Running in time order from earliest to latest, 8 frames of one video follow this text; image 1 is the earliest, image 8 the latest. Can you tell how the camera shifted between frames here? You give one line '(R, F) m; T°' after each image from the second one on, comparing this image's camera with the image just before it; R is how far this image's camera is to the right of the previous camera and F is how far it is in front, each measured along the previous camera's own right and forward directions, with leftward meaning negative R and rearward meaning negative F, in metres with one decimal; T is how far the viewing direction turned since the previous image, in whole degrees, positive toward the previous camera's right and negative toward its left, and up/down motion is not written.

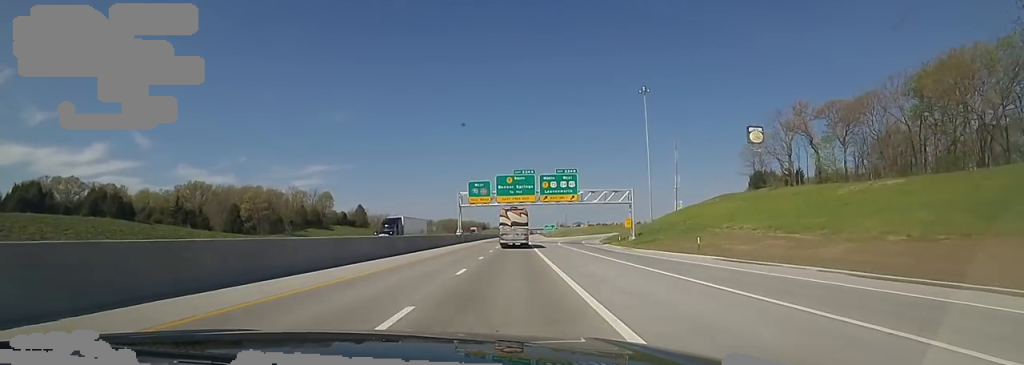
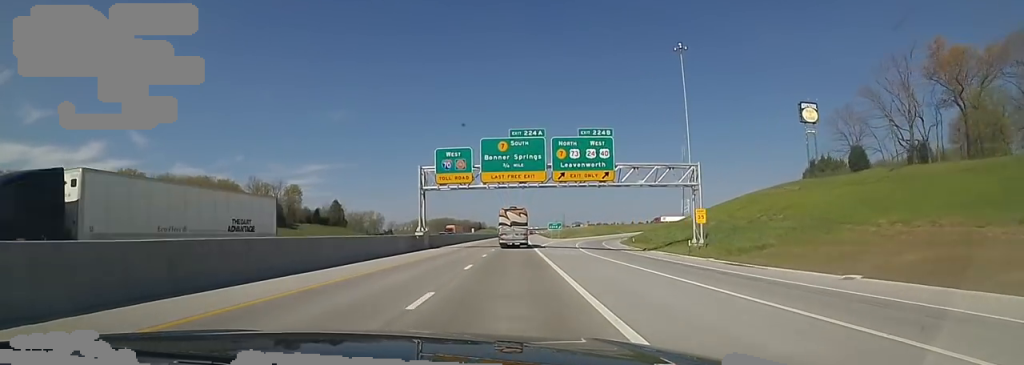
(+0.2, +26.8) m; 0°
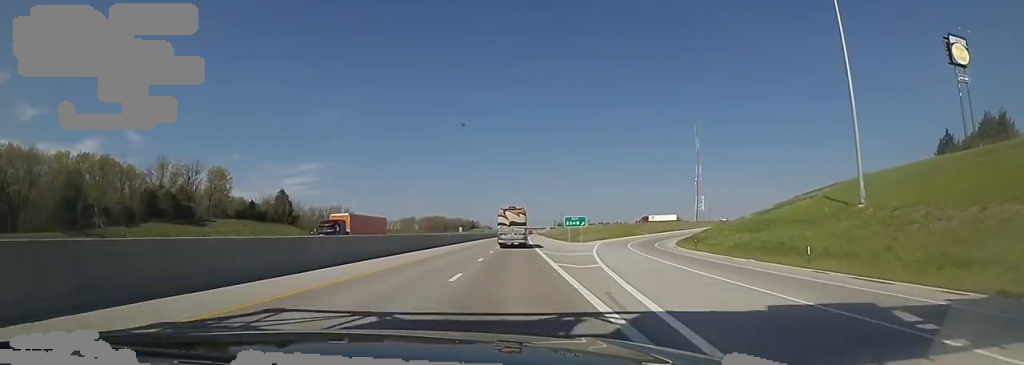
(+0.2, +42.8) m; +3°
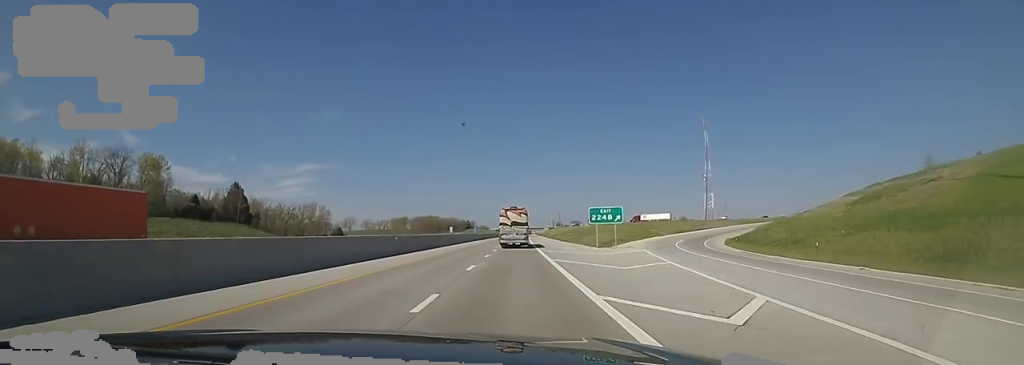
(+1.1, +24.6) m; 0°
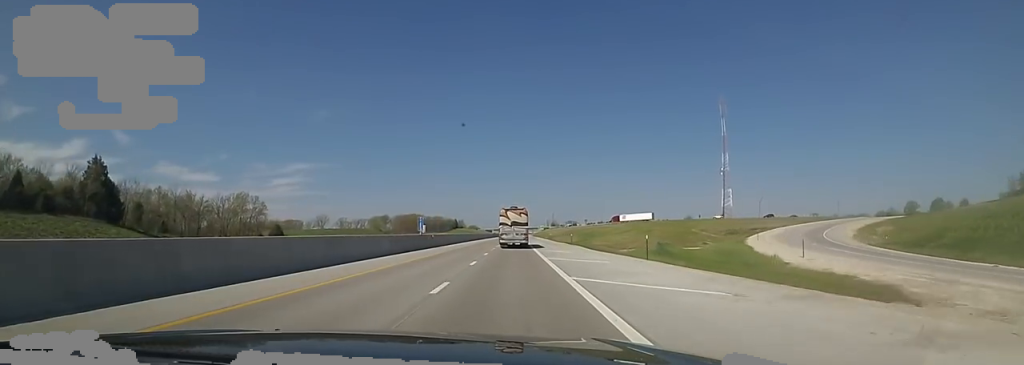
(-0.9, +45.3) m; 0°
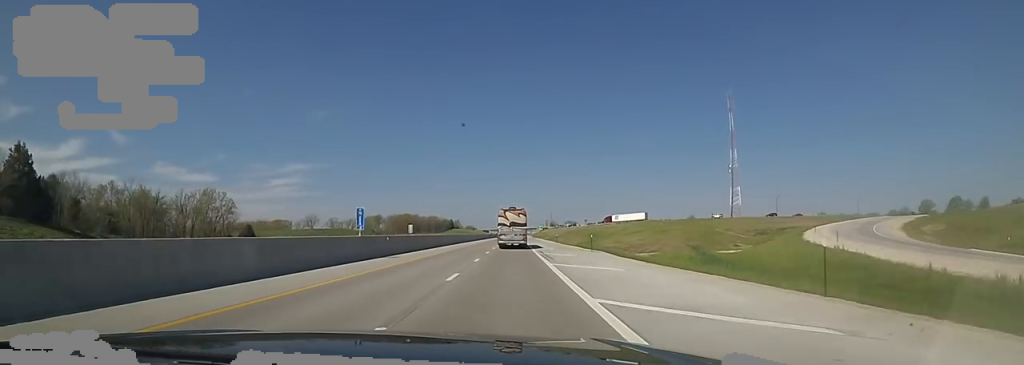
(+0.7, +16.3) m; 0°
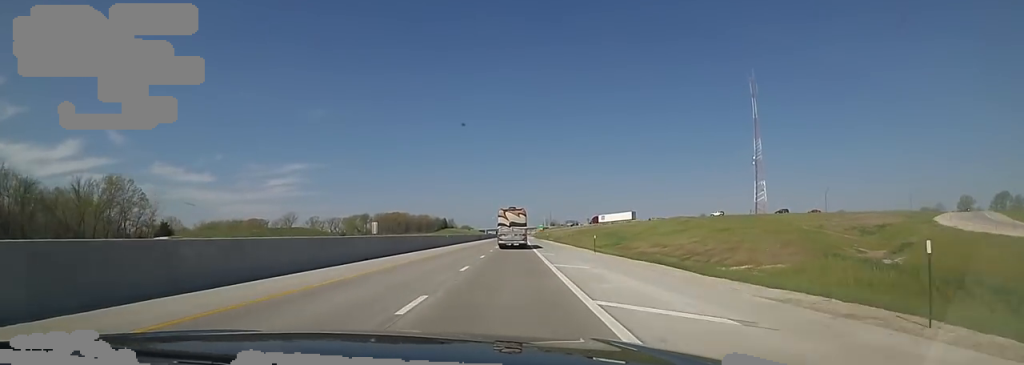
(-0.3, +35.0) m; 0°
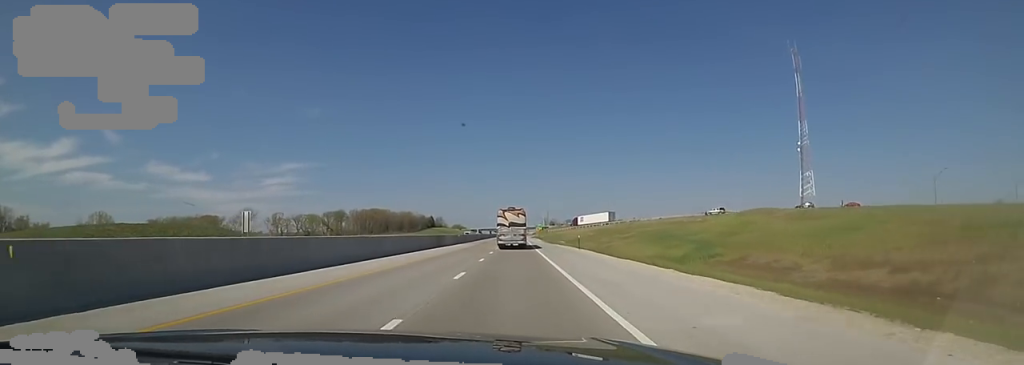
(+0.3, +51.2) m; 0°
